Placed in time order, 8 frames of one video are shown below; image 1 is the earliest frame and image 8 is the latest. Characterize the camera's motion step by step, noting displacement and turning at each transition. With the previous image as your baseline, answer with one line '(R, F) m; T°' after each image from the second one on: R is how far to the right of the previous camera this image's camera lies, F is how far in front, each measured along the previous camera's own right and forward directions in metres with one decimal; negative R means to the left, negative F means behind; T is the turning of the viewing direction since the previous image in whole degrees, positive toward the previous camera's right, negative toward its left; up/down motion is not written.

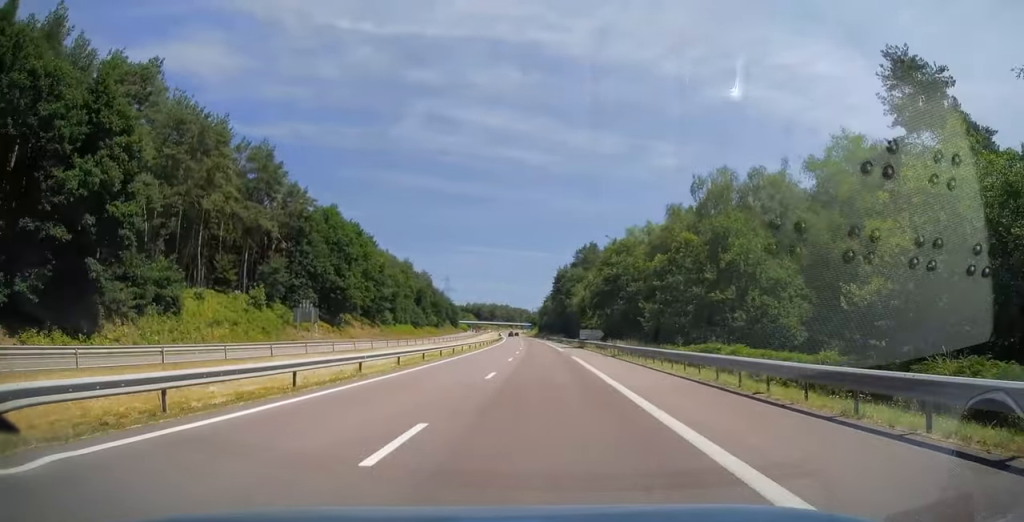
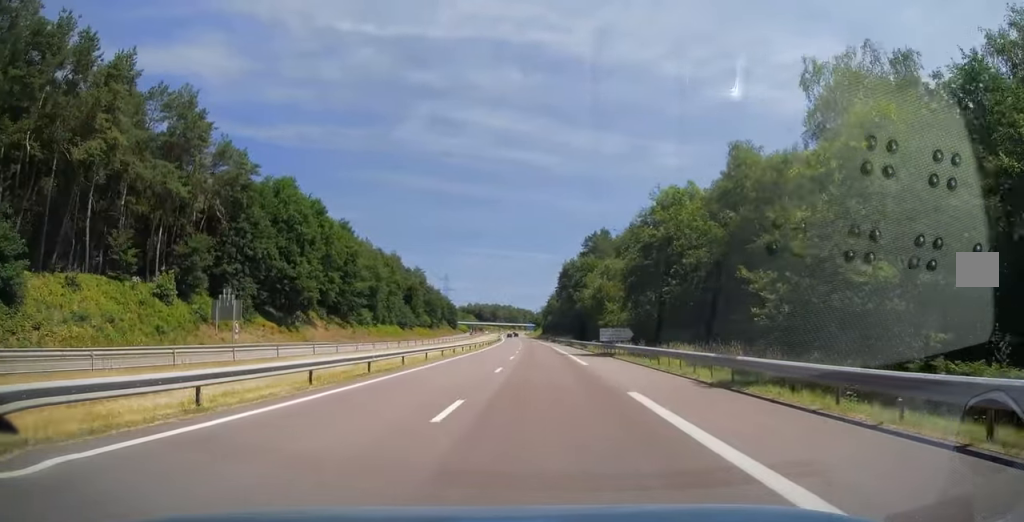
(+0.1, +23.1) m; -1°
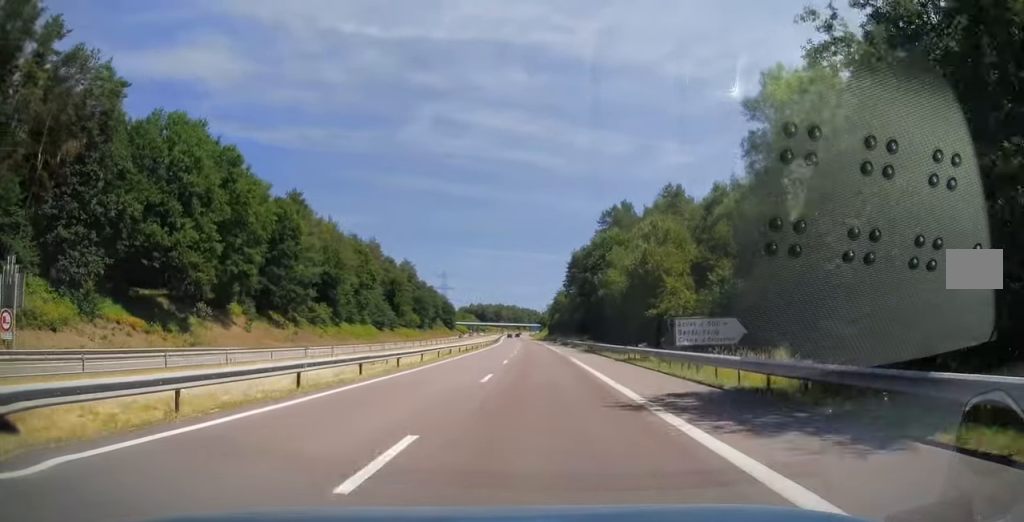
(-0.3, +30.8) m; -1°
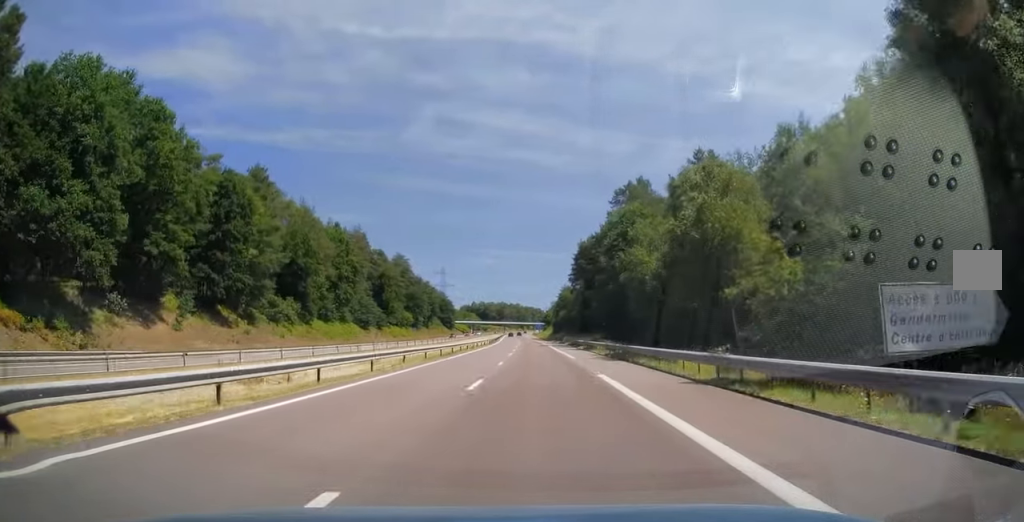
(-0.3, +16.4) m; 0°
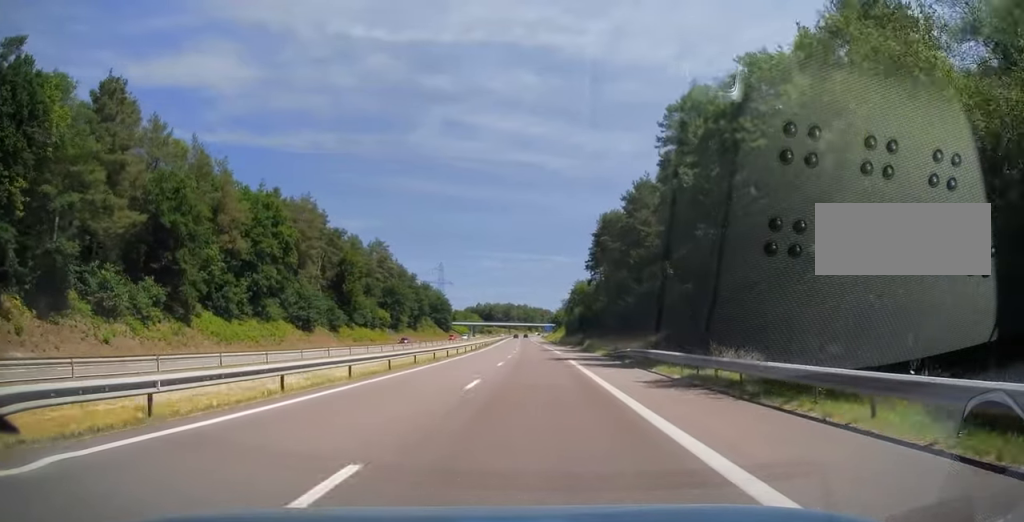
(+0.2, +38.4) m; 0°
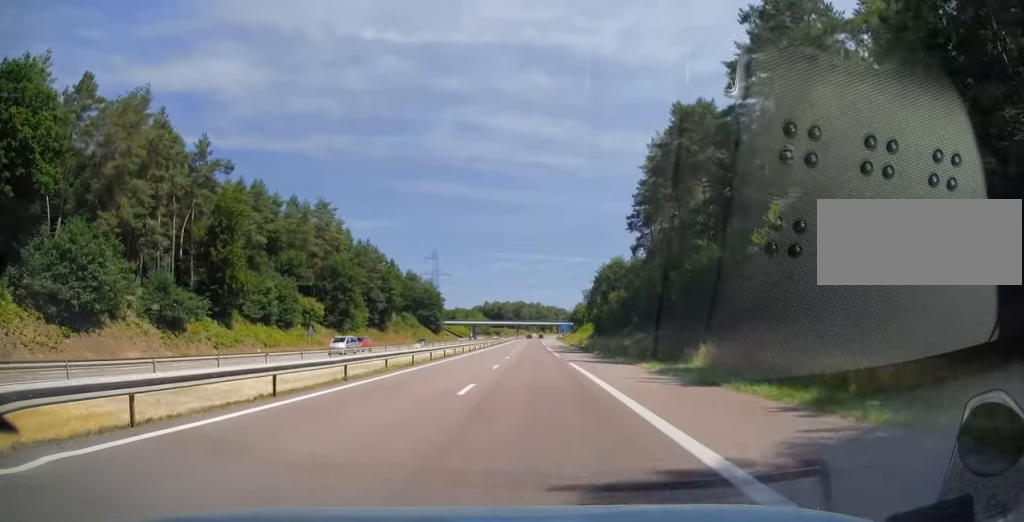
(-0.7, +54.8) m; -2°
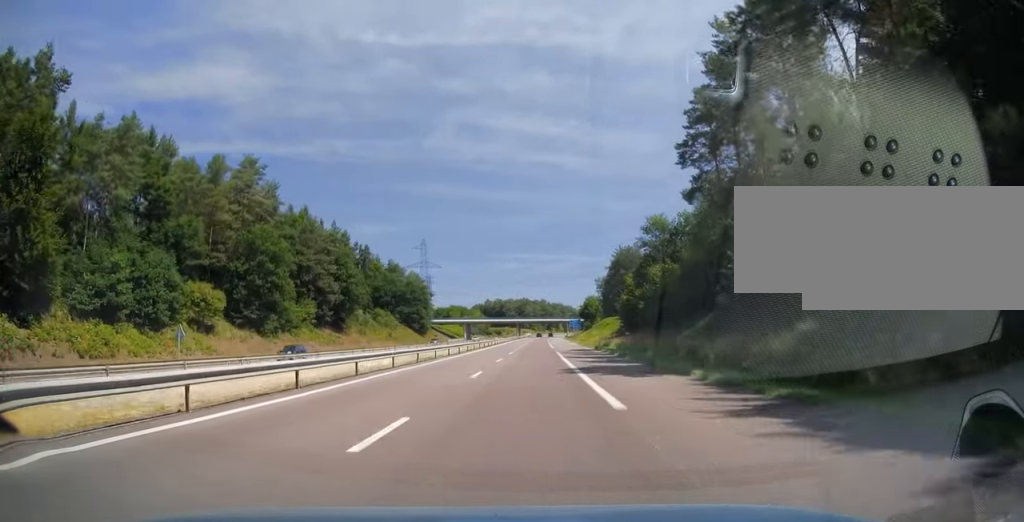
(-0.4, +33.8) m; -1°
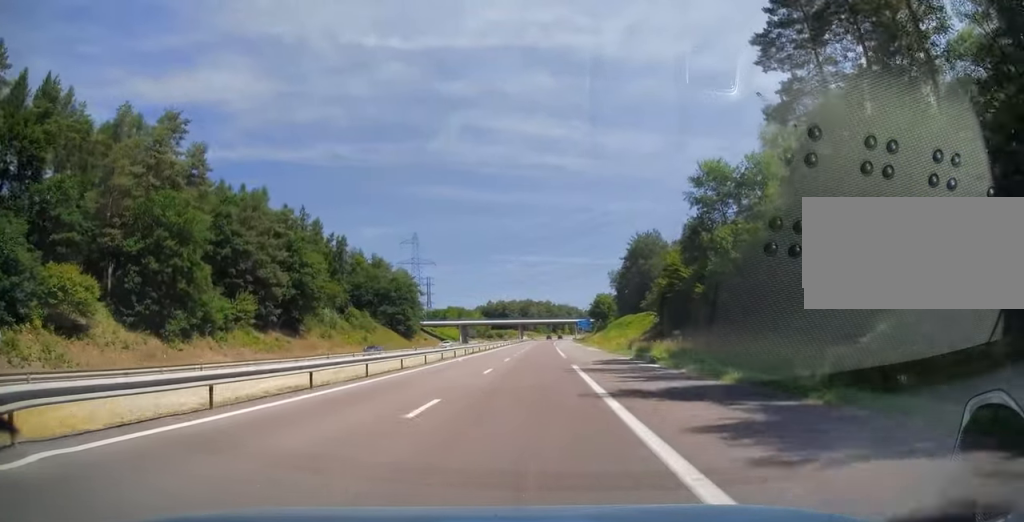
(0.0, +23.1) m; 0°
